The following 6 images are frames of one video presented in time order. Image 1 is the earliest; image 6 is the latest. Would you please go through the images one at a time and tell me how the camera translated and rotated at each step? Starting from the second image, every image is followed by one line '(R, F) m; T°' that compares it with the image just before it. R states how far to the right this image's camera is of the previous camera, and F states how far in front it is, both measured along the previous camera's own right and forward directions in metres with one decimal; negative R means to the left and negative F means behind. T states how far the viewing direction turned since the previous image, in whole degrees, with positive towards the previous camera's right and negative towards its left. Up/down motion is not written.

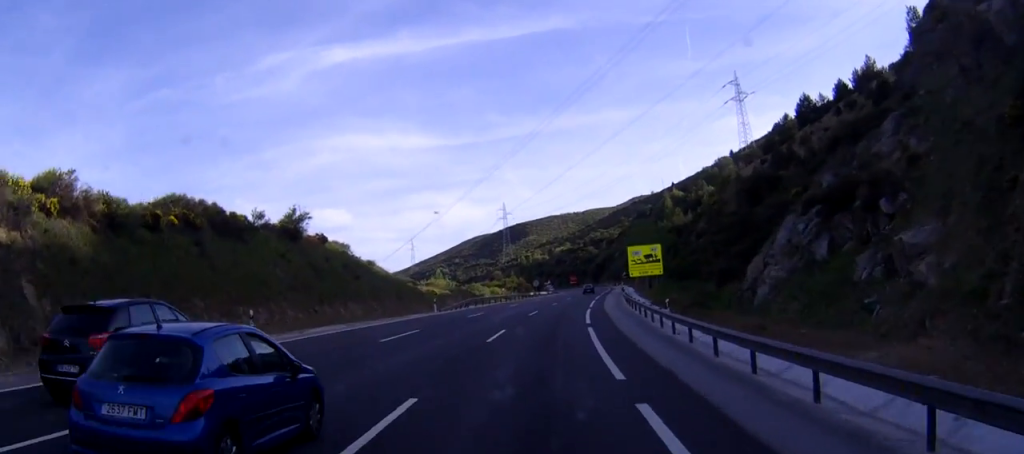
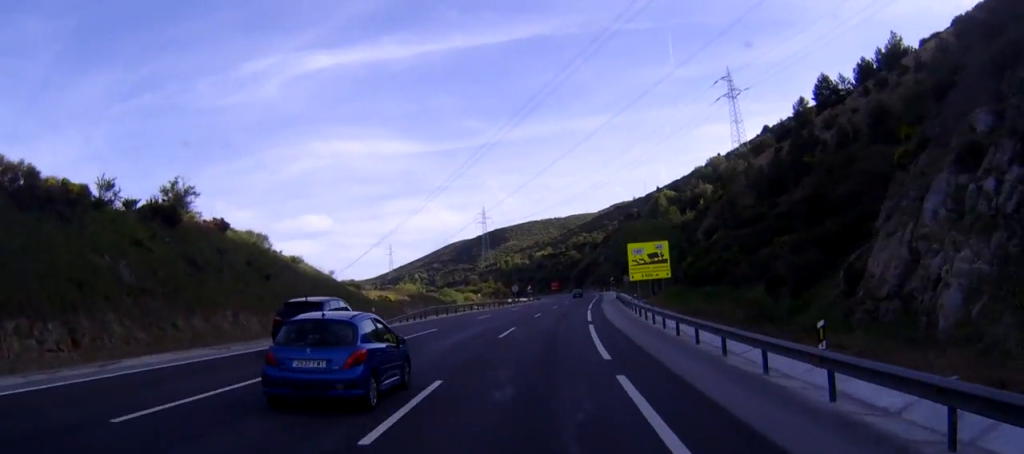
(+0.4, +16.3) m; +2°
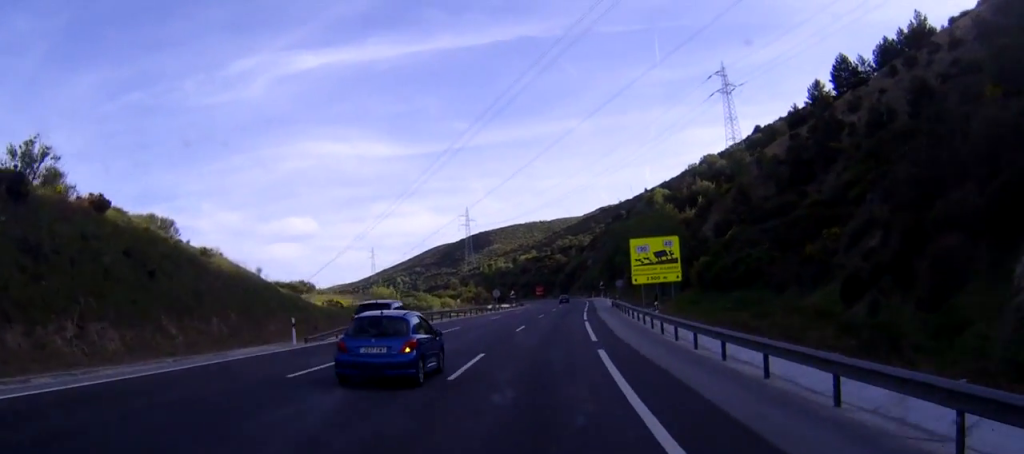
(+0.1, +12.0) m; +1°
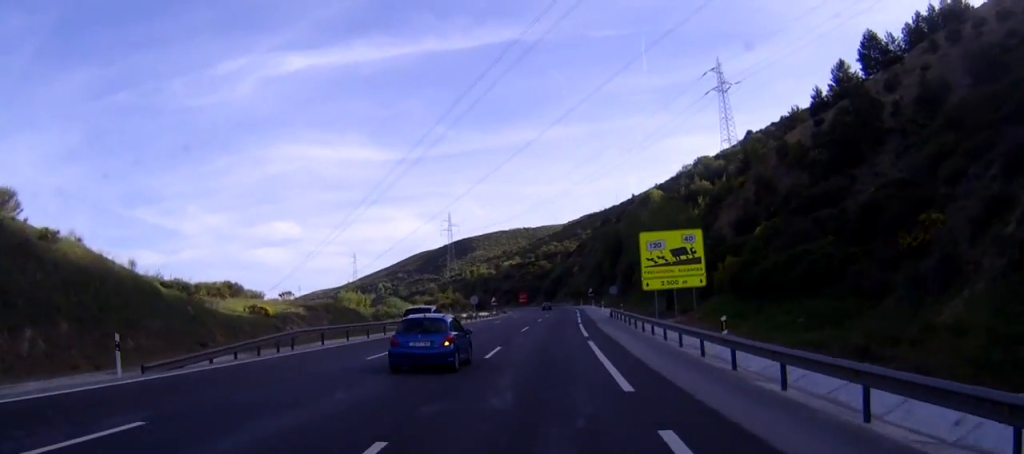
(+0.1, +13.2) m; +1°
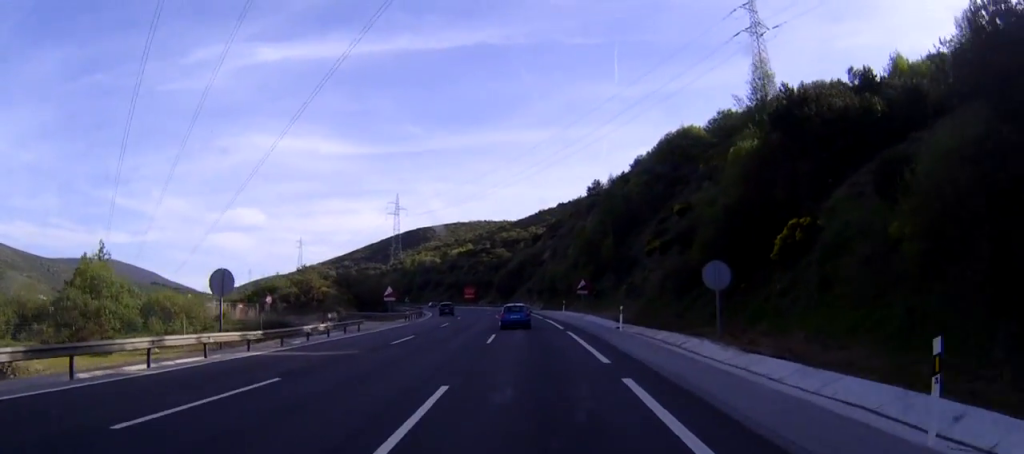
(+2.1, +74.5) m; +2°
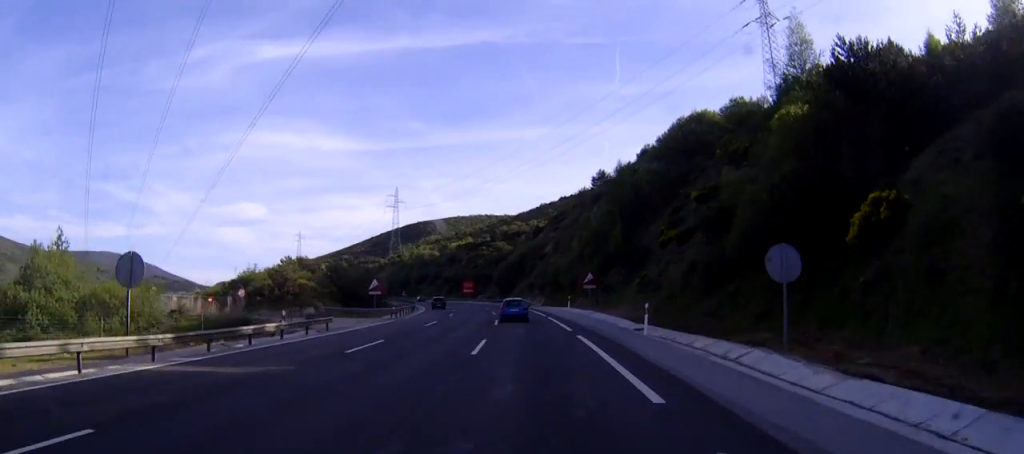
(0.0, +7.6) m; 0°
